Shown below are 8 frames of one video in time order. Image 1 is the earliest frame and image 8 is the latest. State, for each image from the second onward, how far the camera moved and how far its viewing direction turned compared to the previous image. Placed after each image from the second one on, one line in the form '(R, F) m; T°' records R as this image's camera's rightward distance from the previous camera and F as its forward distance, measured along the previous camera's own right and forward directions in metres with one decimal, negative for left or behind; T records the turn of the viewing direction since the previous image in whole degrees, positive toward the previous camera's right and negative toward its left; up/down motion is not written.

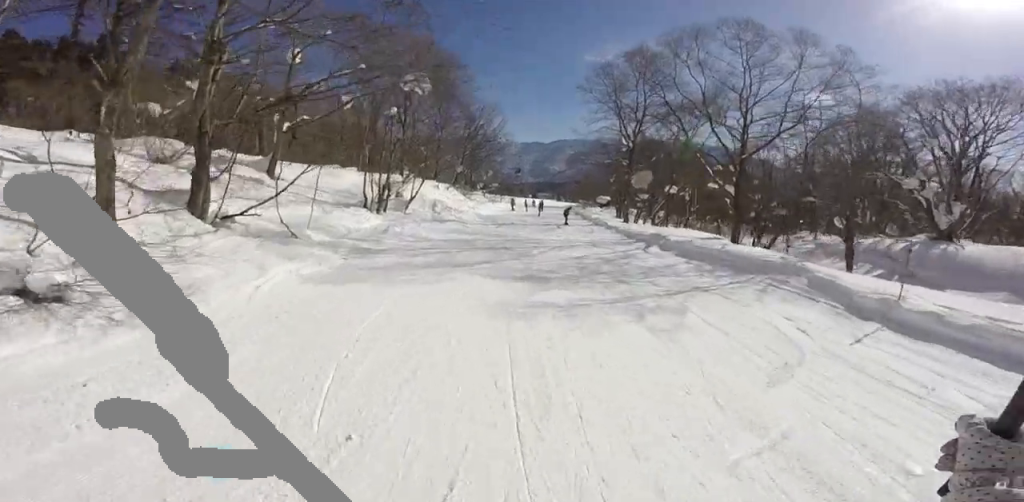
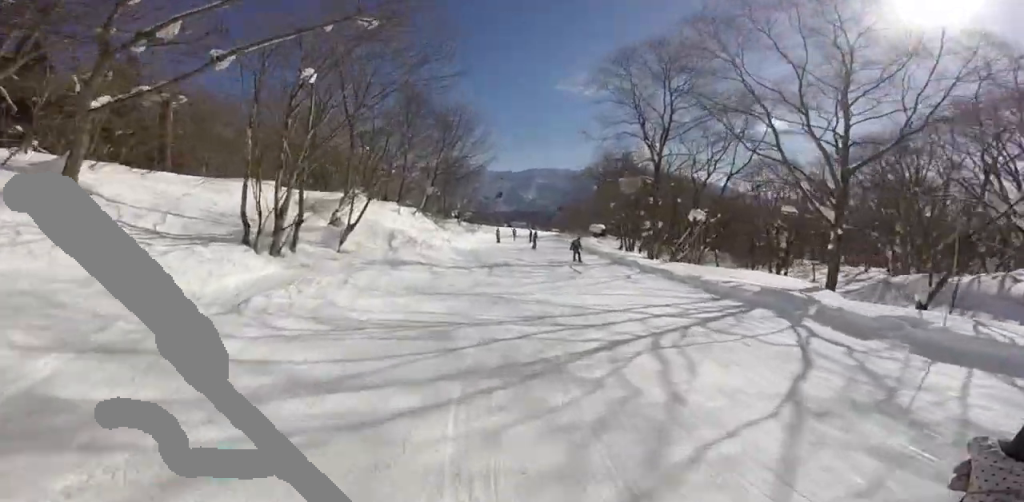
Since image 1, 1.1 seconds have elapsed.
(0.0, +8.3) m; 0°
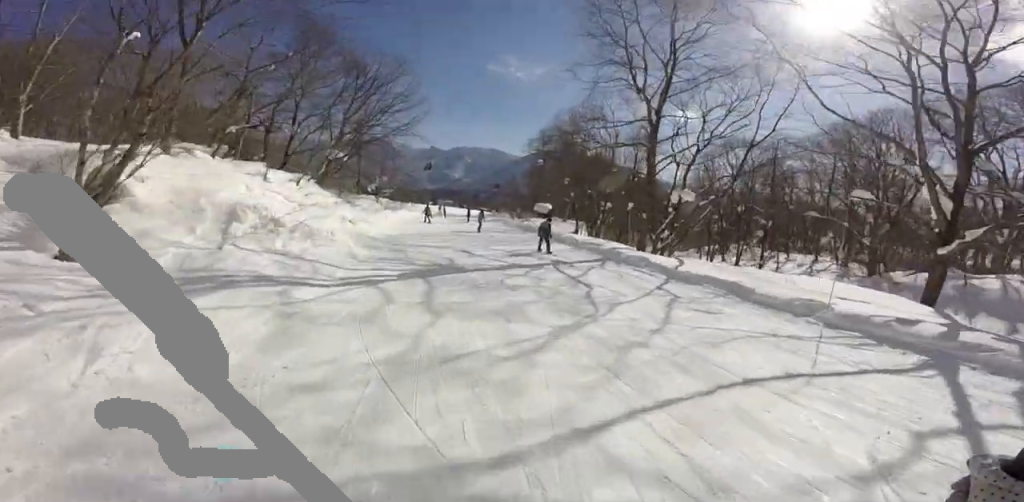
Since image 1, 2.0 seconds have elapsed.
(0.0, +7.5) m; 0°
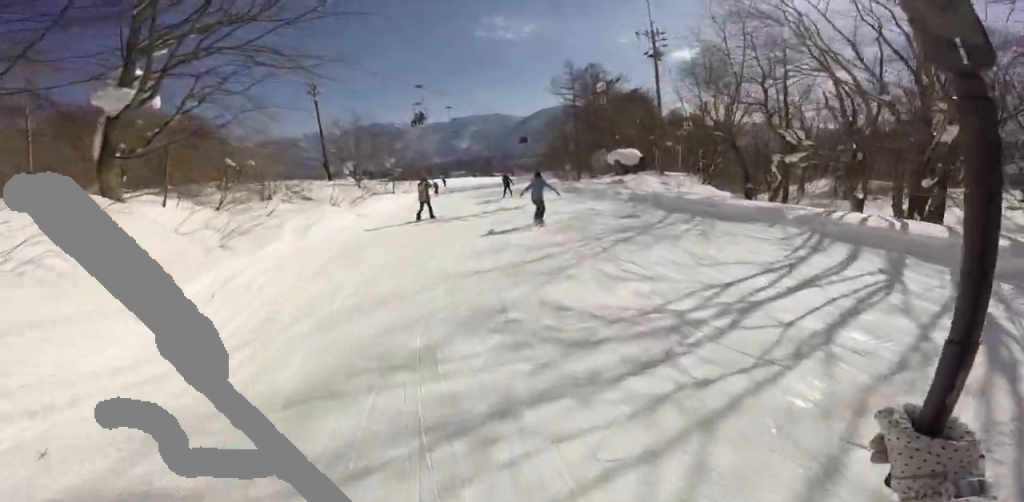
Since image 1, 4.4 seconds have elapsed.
(+2.8, +16.8) m; +10°
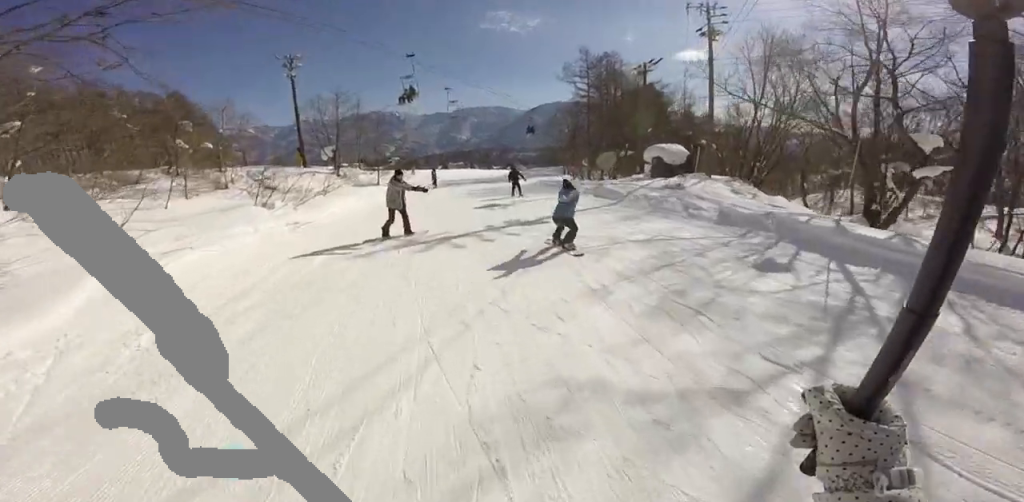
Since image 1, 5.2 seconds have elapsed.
(-0.7, +5.3) m; -9°
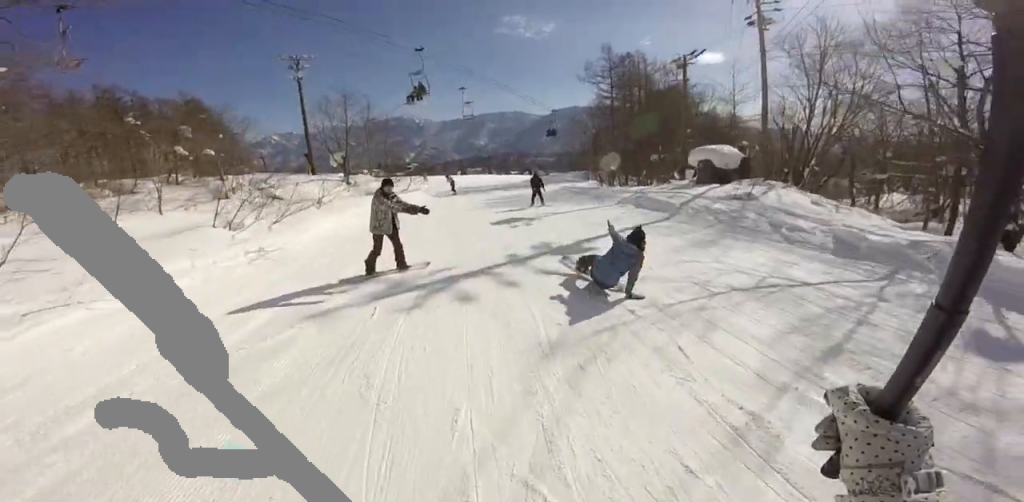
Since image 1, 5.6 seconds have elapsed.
(-0.1, +2.7) m; 0°
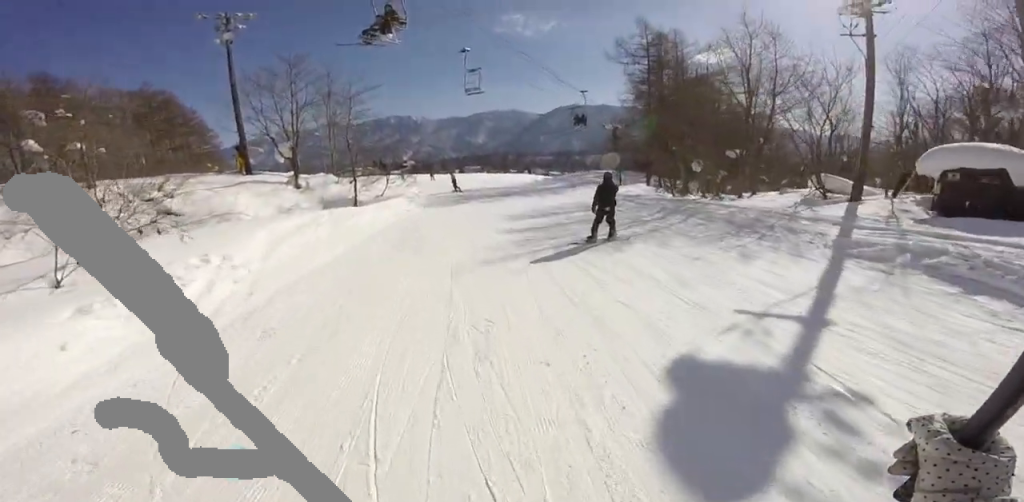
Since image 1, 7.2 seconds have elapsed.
(-0.1, +10.3) m; +1°
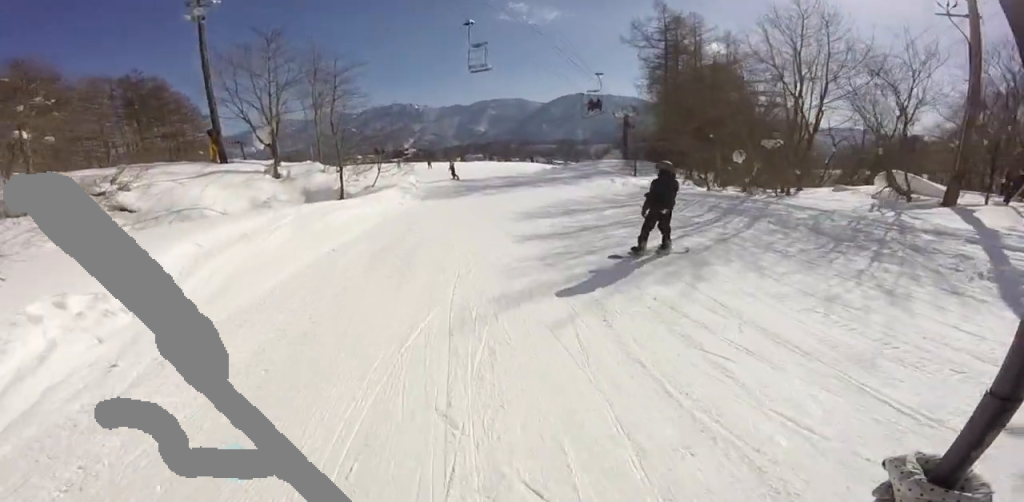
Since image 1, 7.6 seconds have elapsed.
(+0.1, +2.6) m; +5°
